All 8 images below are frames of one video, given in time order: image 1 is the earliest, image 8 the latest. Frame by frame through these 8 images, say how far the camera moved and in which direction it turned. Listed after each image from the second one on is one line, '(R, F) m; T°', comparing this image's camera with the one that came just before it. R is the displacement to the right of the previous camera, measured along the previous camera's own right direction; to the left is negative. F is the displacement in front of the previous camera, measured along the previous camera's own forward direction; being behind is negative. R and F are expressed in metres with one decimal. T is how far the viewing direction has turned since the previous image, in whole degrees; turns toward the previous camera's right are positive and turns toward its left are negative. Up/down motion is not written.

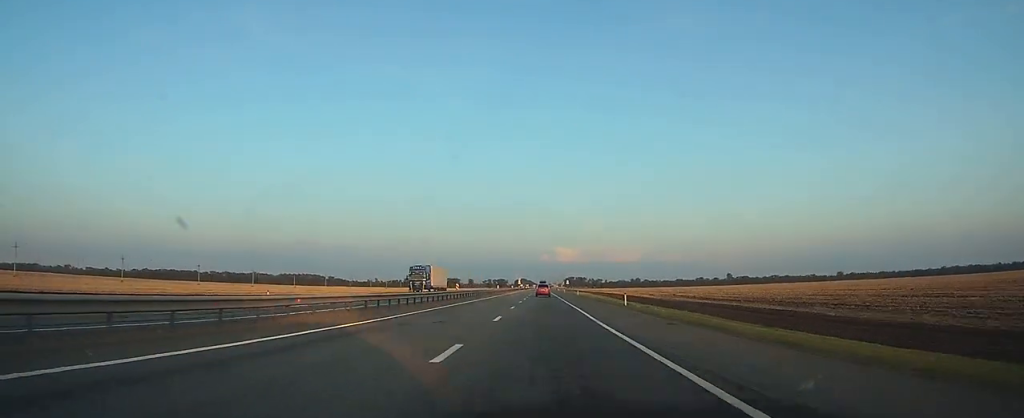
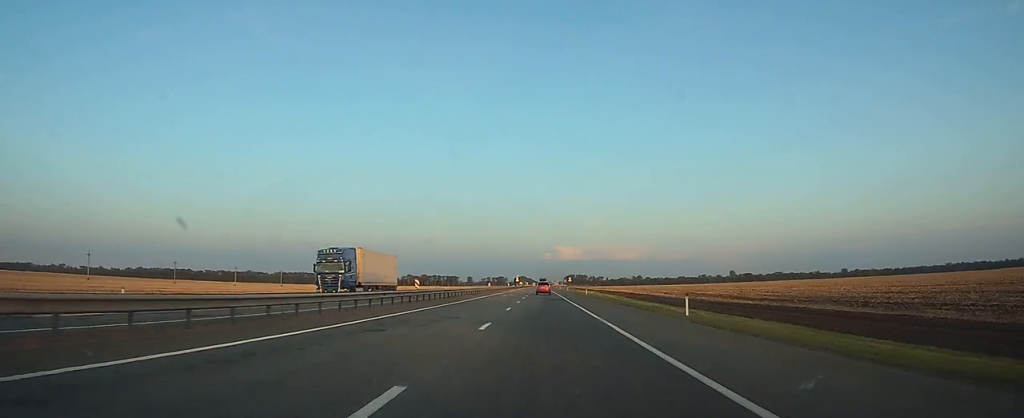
(0.0, +17.5) m; 0°
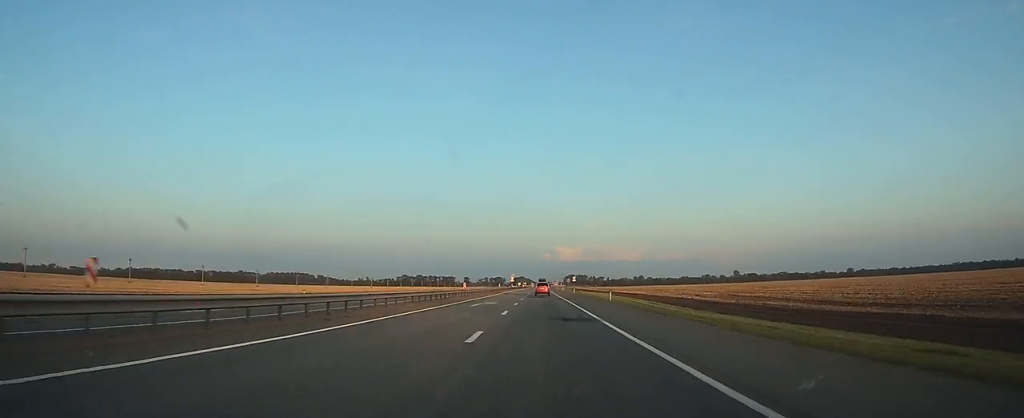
(+0.1, +27.2) m; 0°
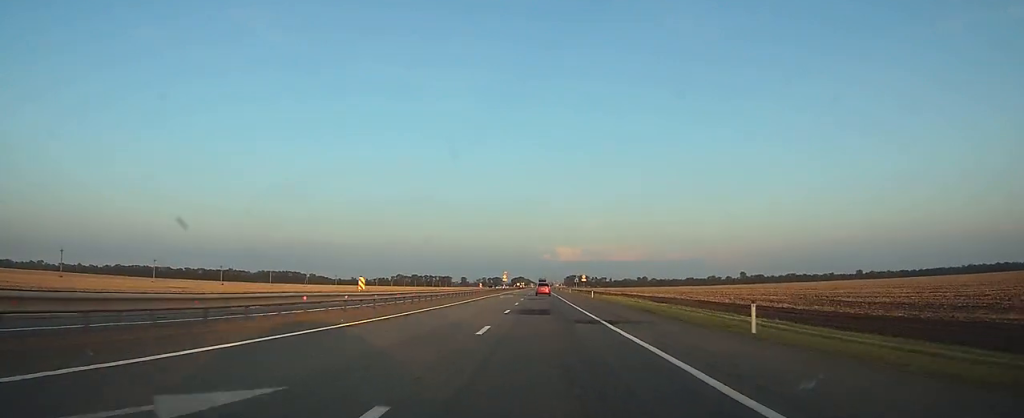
(+0.1, +34.1) m; 0°
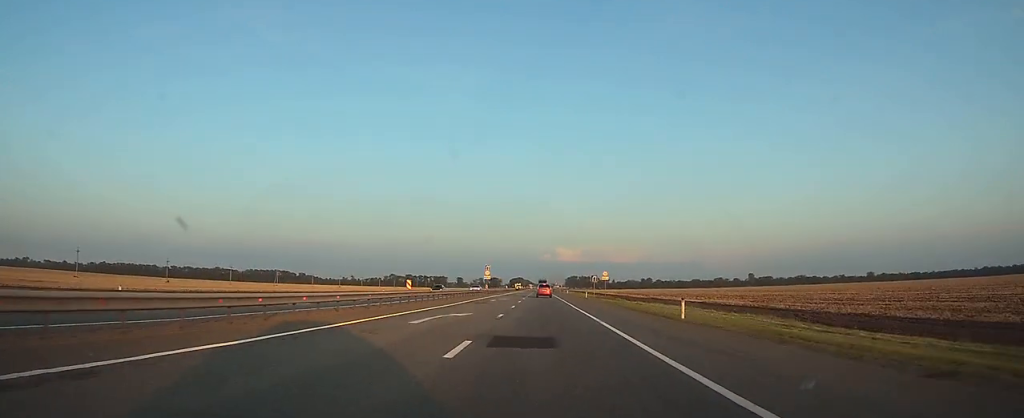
(-0.2, +40.9) m; -1°
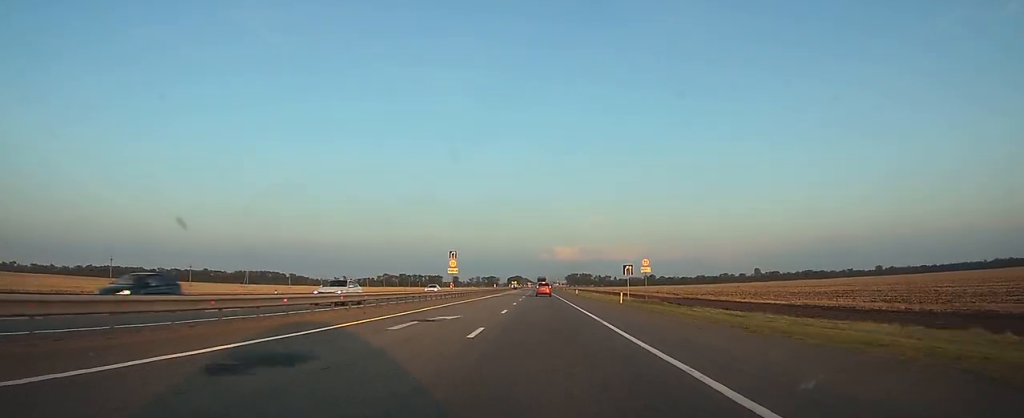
(-0.2, +32.0) m; 0°
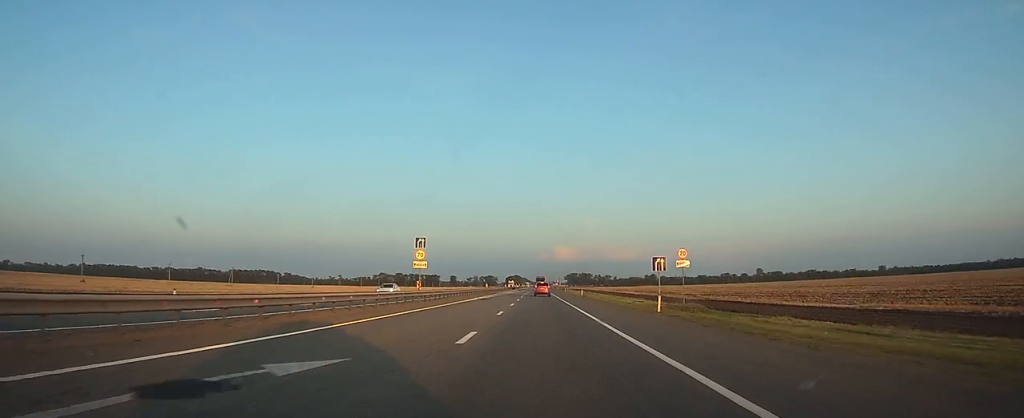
(0.0, +13.5) m; 0°
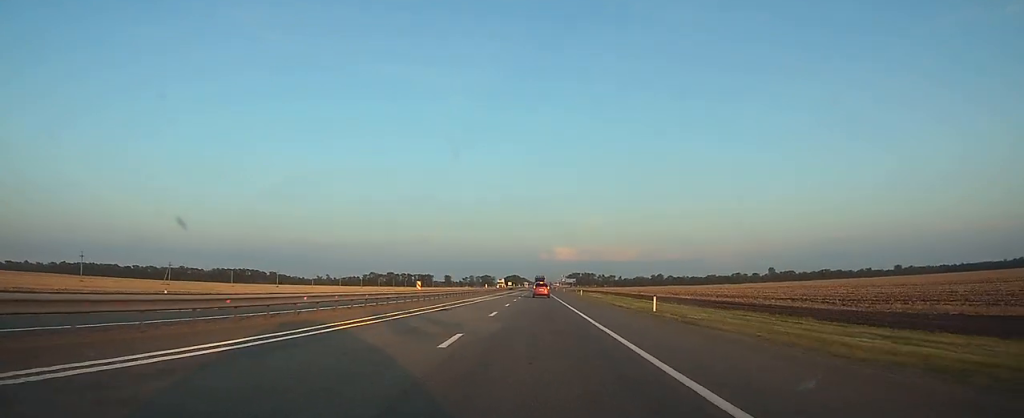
(0.0, +49.0) m; 0°
